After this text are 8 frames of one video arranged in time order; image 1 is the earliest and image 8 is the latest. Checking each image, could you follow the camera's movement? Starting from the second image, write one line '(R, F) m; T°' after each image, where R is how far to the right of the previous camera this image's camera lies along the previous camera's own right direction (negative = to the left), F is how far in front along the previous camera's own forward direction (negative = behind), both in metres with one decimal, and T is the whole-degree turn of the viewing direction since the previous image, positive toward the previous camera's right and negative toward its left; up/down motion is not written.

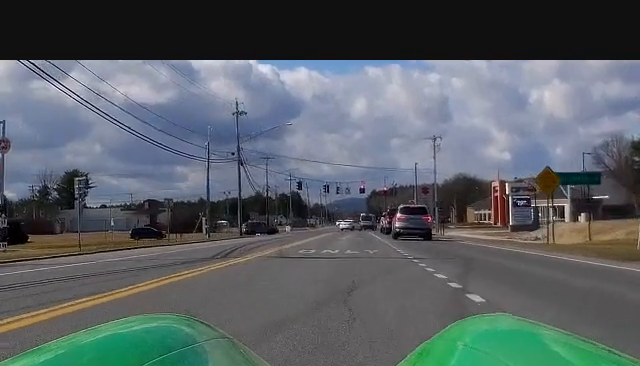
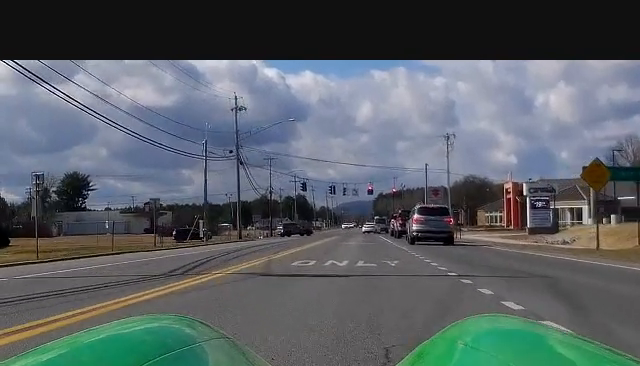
(+0.2, +6.1) m; +3°
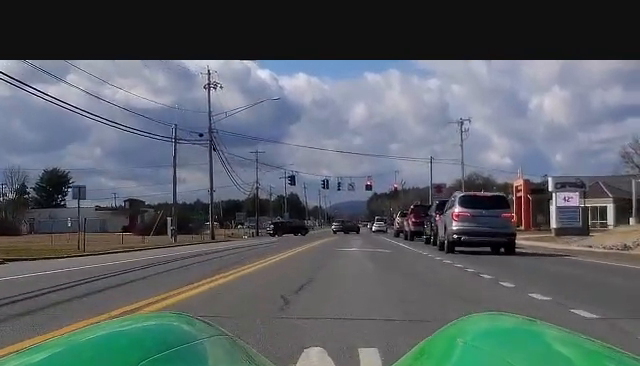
(+0.5, +13.7) m; 0°
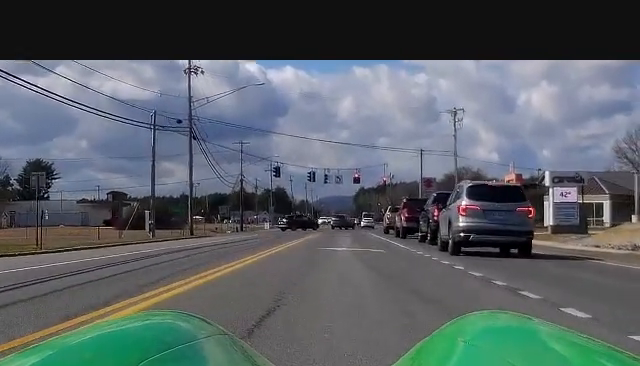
(-0.2, +3.6) m; -1°
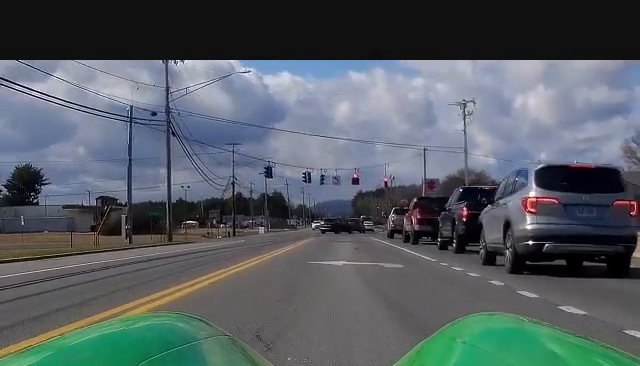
(-0.1, +7.2) m; -1°
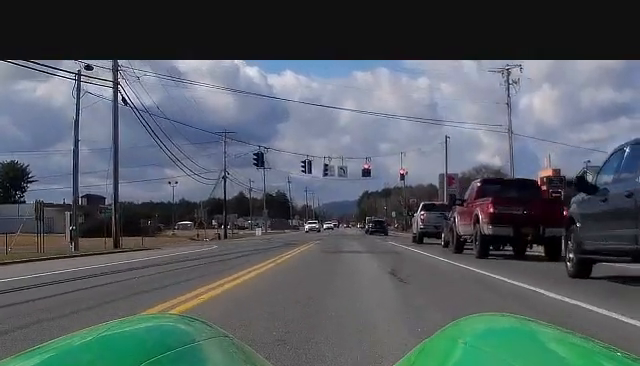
(+0.2, +14.7) m; +2°
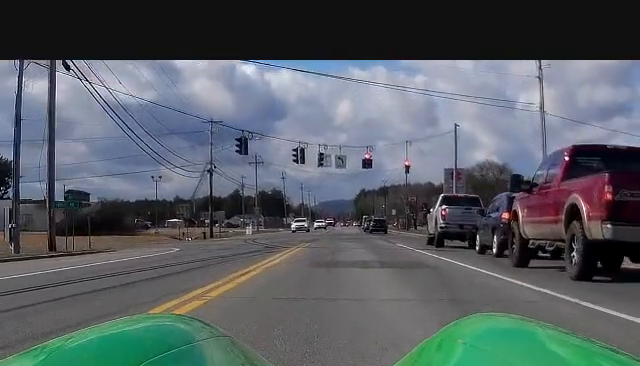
(+0.2, +9.1) m; +1°
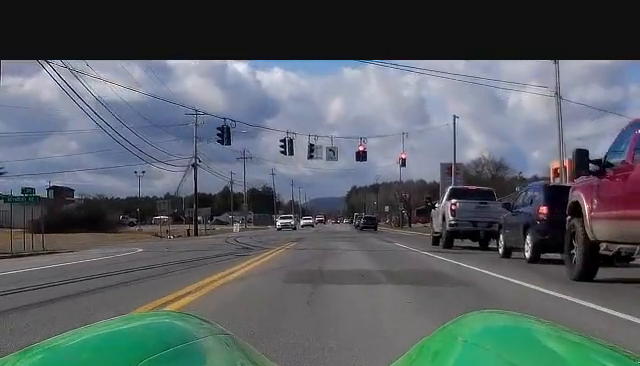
(0.0, +4.9) m; 0°
